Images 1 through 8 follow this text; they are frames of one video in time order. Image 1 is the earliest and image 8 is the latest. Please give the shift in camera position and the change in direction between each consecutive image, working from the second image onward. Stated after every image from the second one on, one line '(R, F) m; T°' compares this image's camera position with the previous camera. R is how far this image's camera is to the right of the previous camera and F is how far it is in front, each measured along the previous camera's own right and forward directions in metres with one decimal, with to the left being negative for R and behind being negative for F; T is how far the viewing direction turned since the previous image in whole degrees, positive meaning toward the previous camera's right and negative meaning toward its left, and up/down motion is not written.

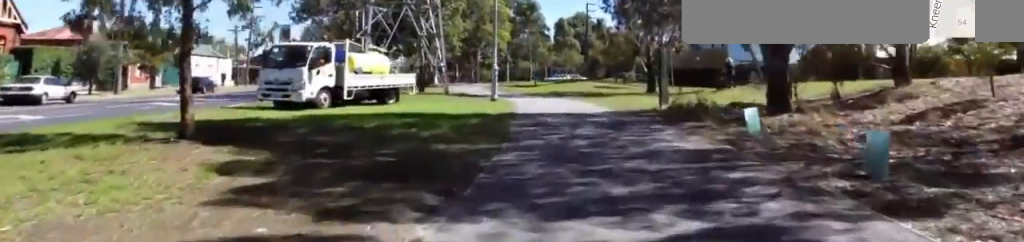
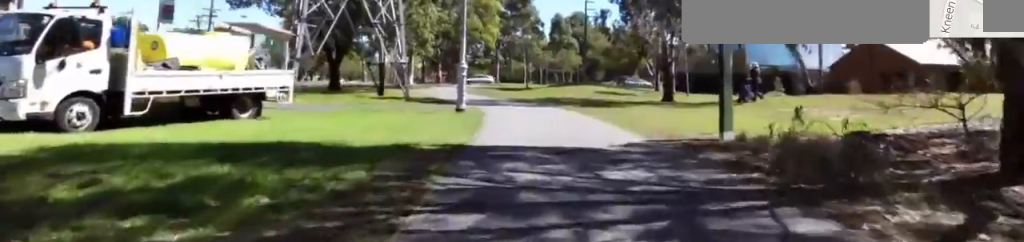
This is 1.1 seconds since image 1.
(-0.9, +7.9) m; -6°
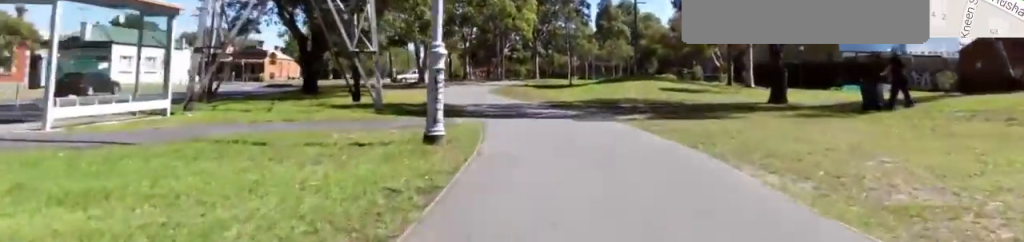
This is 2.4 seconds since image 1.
(+0.6, +9.9) m; +9°
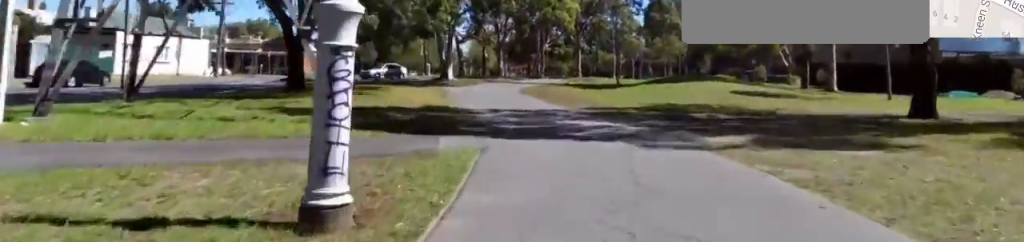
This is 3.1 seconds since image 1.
(+0.1, +6.1) m; 0°
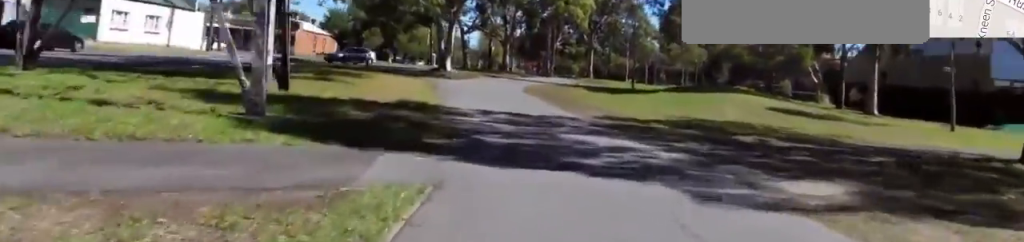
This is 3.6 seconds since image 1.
(+0.1, +3.5) m; -2°
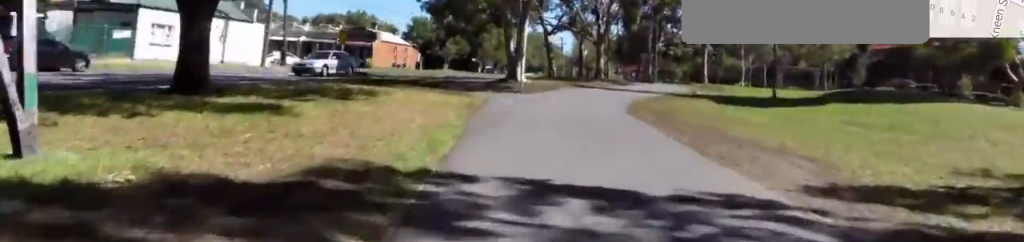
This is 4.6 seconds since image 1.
(-0.5, +8.6) m; -10°
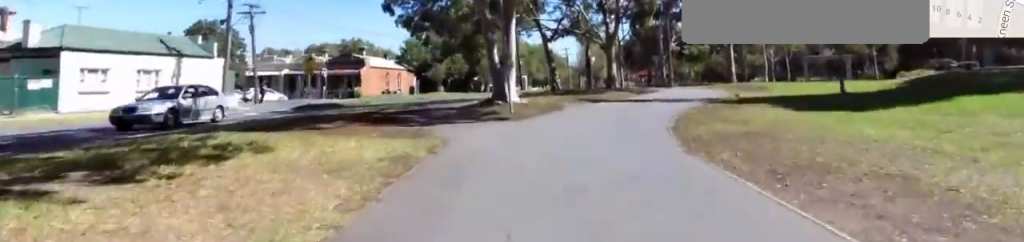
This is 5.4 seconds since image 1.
(-0.6, +5.9) m; -7°
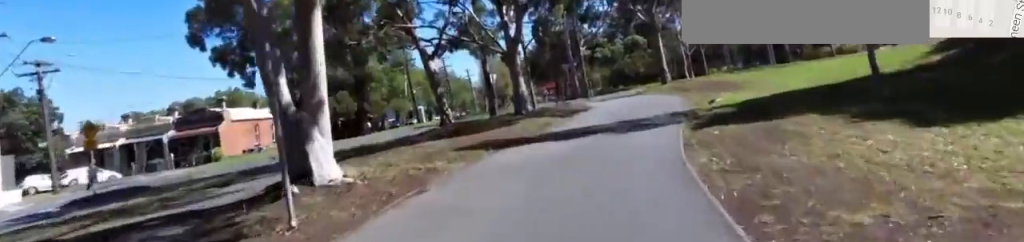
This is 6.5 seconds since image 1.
(-0.3, +7.9) m; -2°
